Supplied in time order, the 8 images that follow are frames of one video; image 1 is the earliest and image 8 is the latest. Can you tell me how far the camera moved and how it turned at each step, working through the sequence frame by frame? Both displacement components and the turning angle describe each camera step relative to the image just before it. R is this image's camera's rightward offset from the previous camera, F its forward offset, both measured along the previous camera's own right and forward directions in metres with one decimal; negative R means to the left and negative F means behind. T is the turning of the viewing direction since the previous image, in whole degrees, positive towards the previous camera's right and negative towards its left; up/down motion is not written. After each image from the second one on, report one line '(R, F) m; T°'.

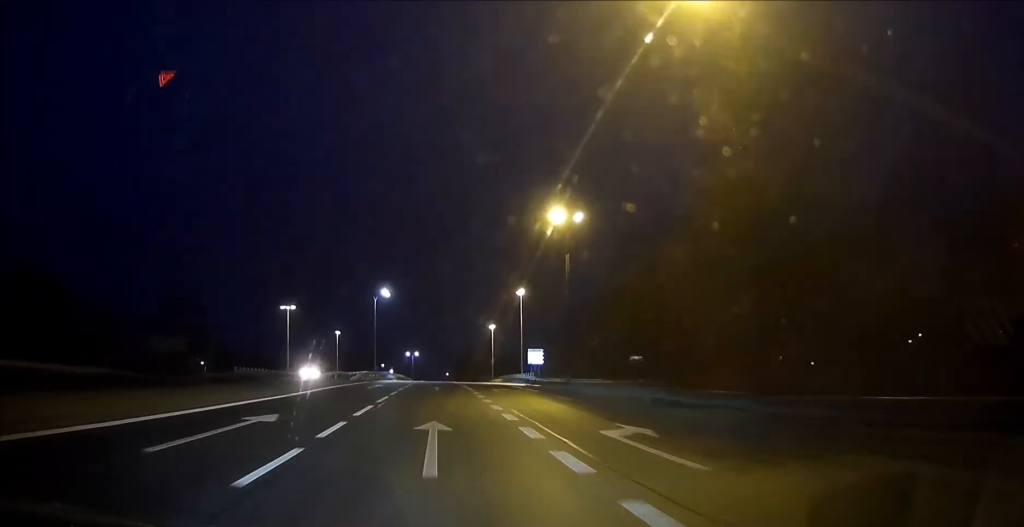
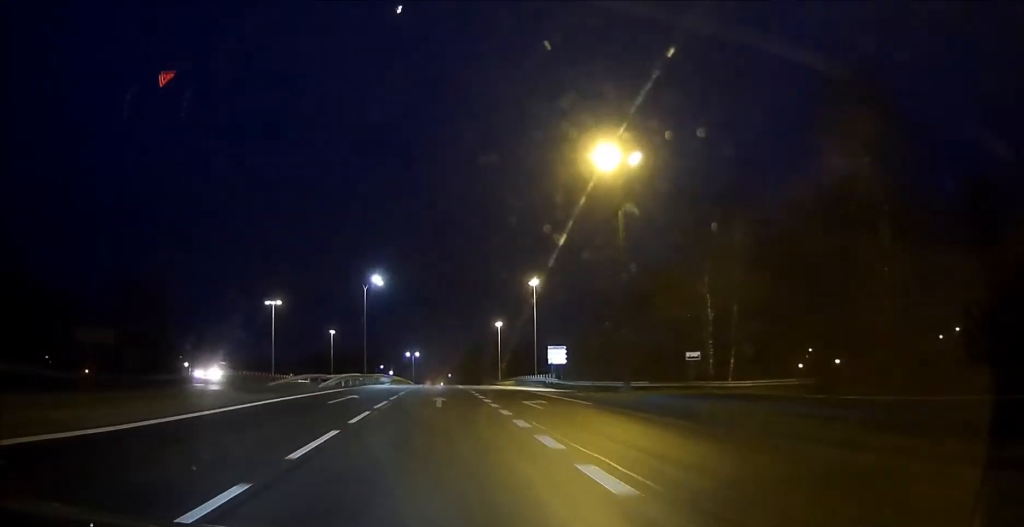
(0.0, +13.6) m; 0°
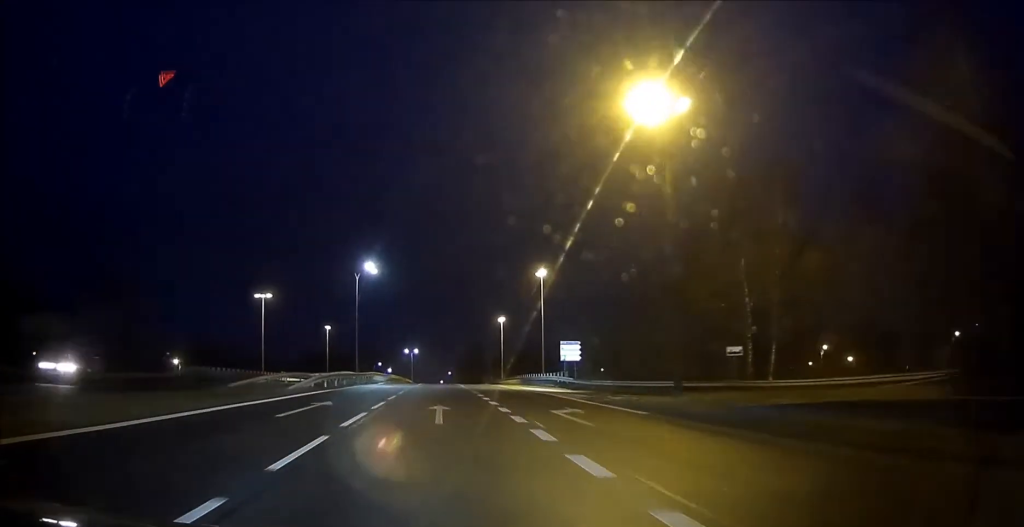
(0.0, +7.1) m; 0°
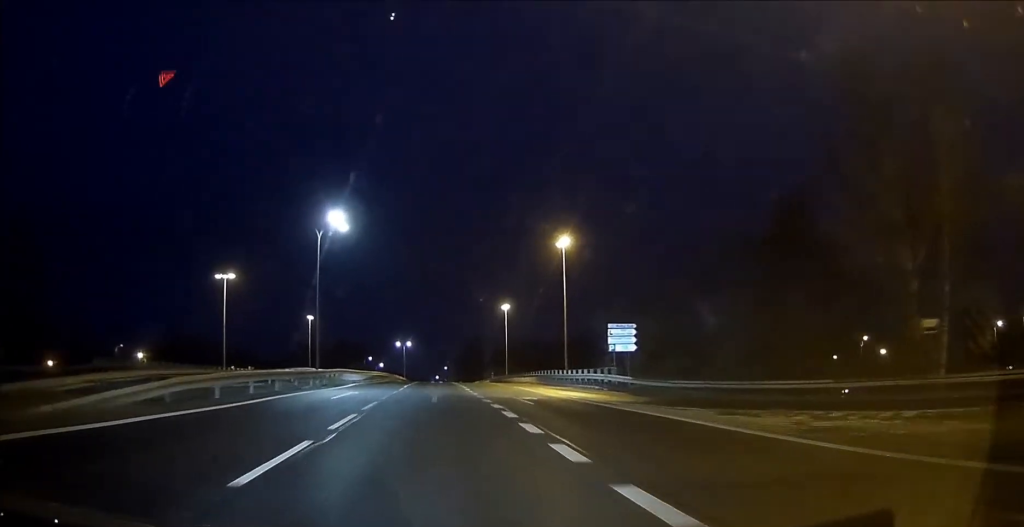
(0.0, +18.4) m; 0°
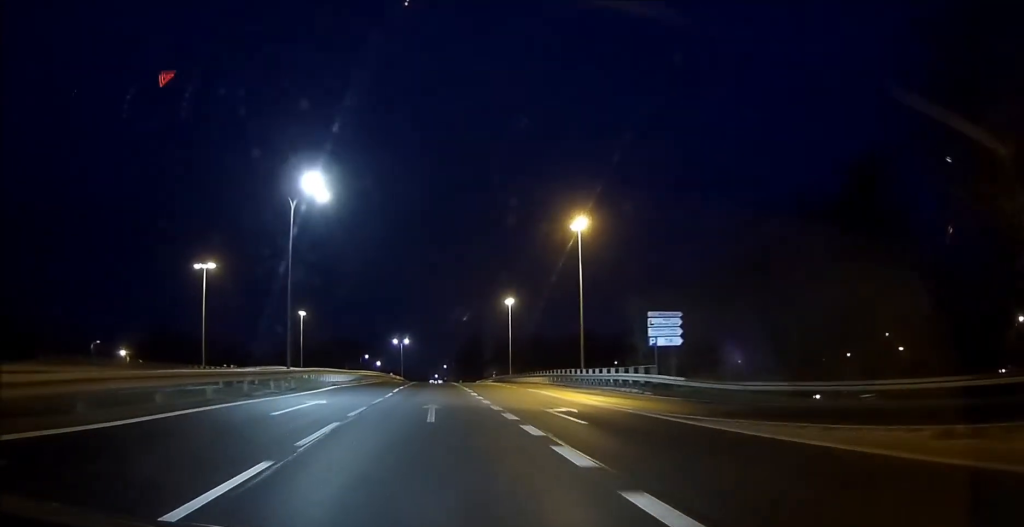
(0.0, +8.5) m; 0°
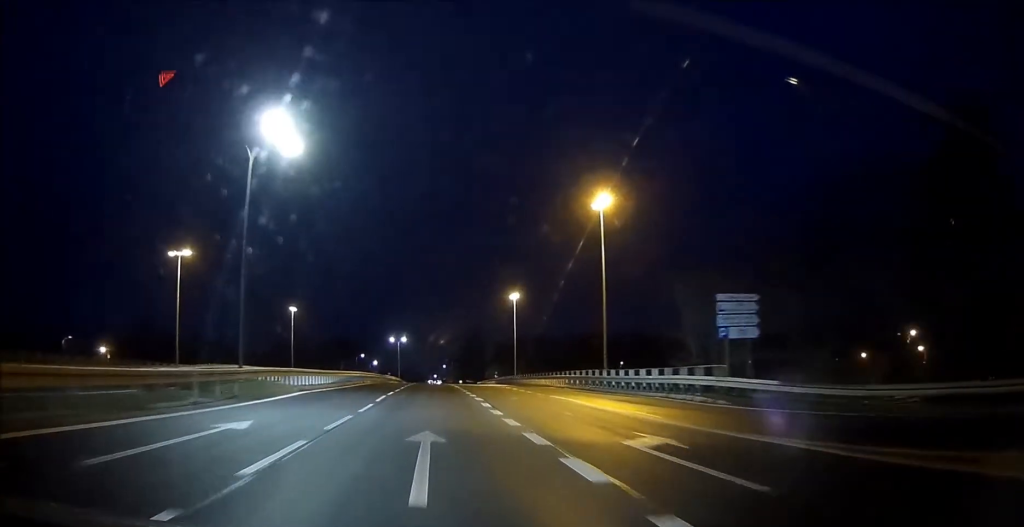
(0.0, +8.9) m; 0°
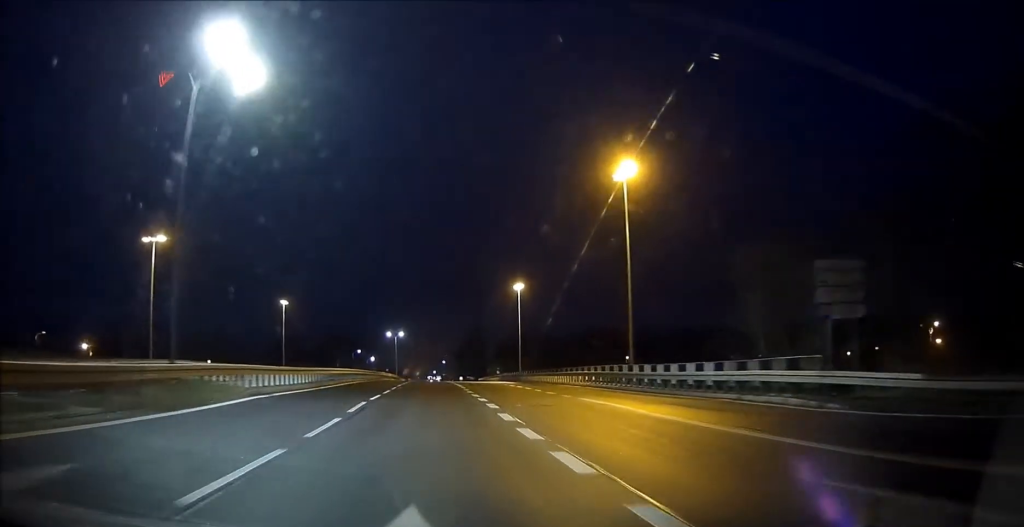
(0.0, +7.5) m; 0°
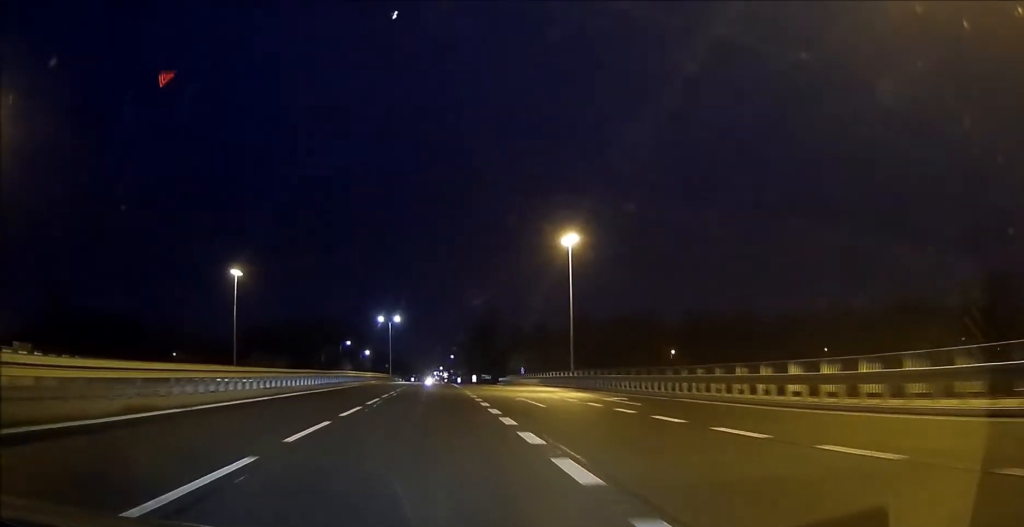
(-0.2, +36.7) m; 0°
